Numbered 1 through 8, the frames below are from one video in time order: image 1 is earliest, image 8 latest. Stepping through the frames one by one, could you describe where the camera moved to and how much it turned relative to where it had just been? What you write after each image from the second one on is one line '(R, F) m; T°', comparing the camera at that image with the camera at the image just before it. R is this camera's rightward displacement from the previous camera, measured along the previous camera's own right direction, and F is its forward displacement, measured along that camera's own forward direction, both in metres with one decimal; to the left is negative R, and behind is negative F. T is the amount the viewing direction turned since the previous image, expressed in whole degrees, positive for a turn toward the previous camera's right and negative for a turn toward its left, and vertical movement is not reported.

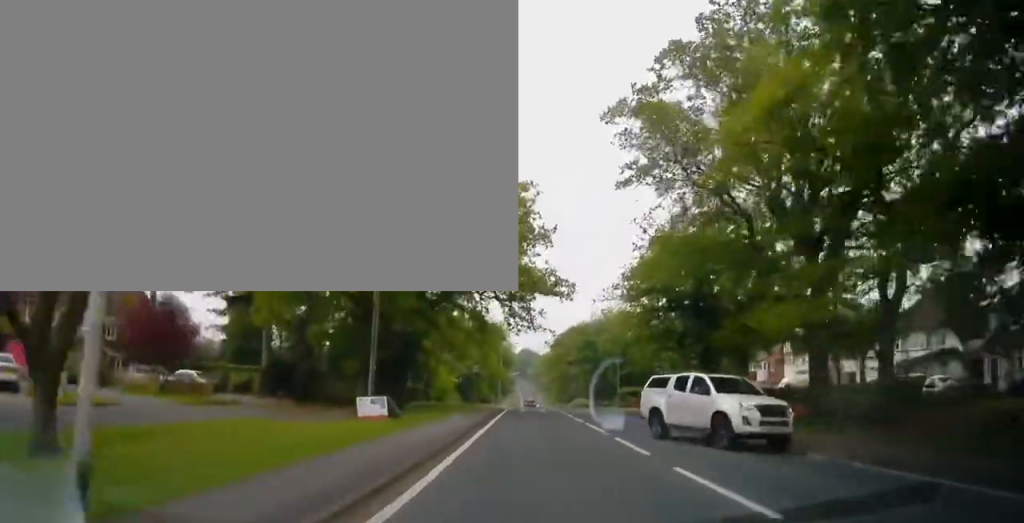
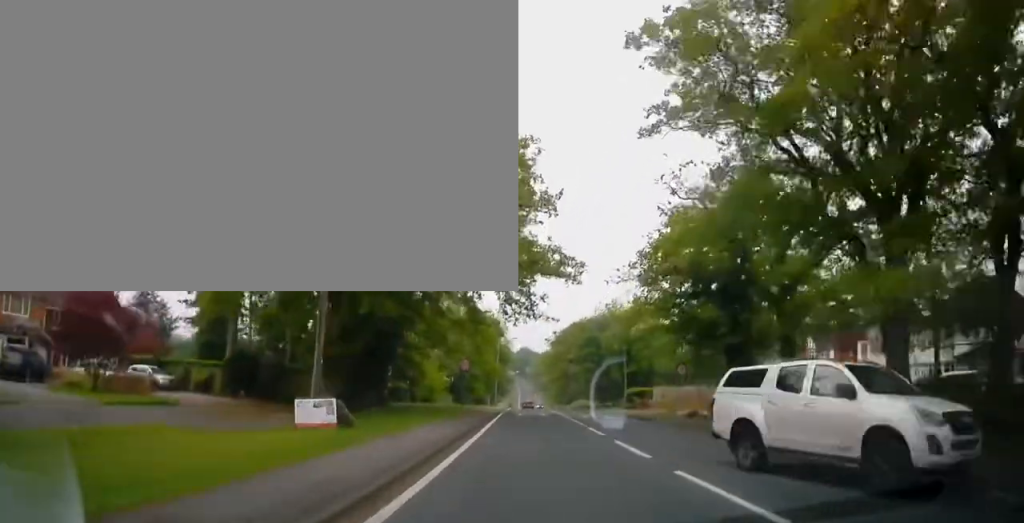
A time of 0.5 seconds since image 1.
(0.0, +6.3) m; 0°
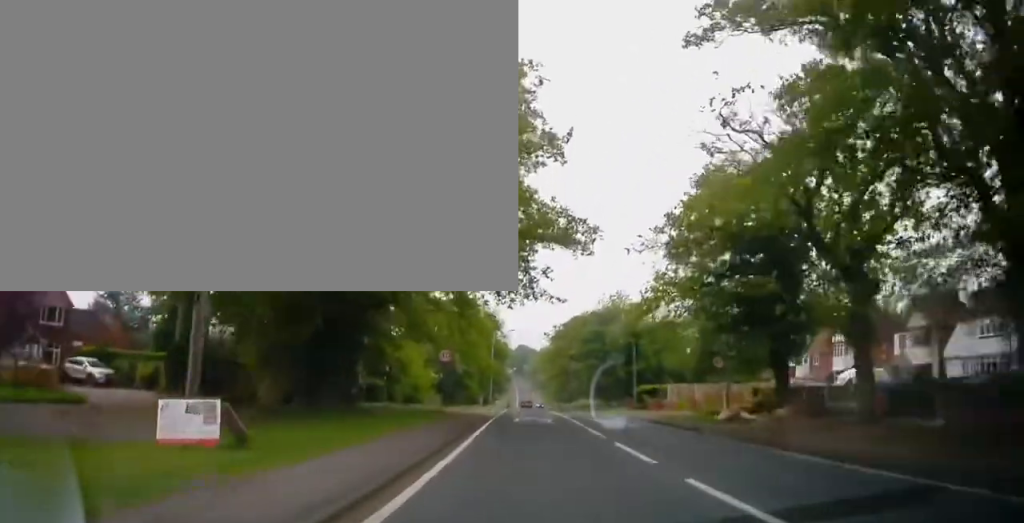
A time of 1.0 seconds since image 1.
(+0.2, +6.7) m; 0°
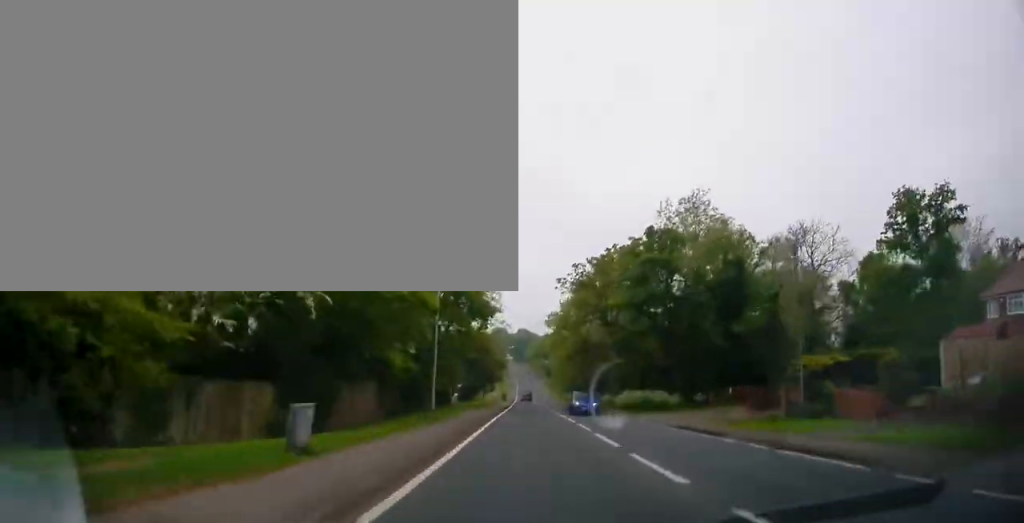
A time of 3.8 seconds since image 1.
(-0.3, +37.5) m; -1°
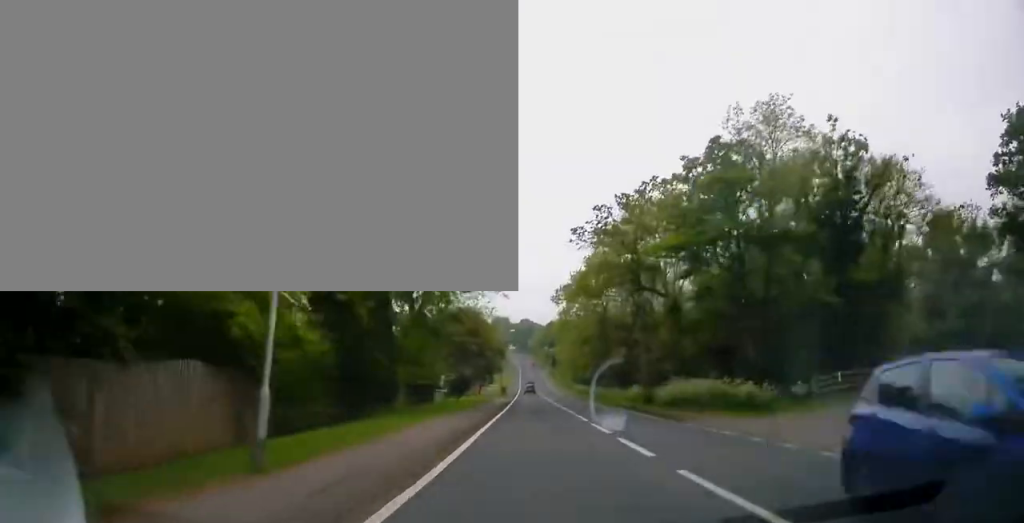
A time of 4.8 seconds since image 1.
(-0.1, +14.5) m; 0°
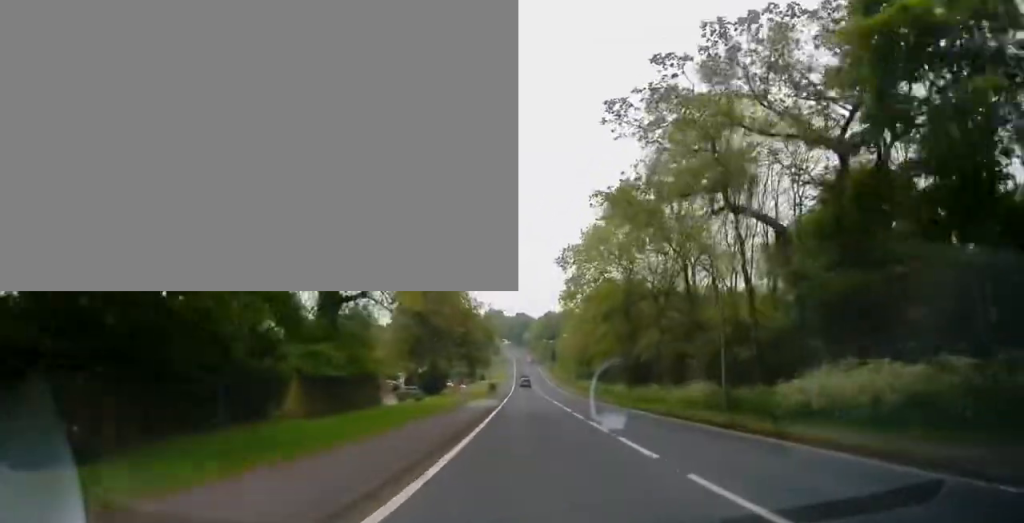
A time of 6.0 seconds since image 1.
(0.0, +17.6) m; 0°
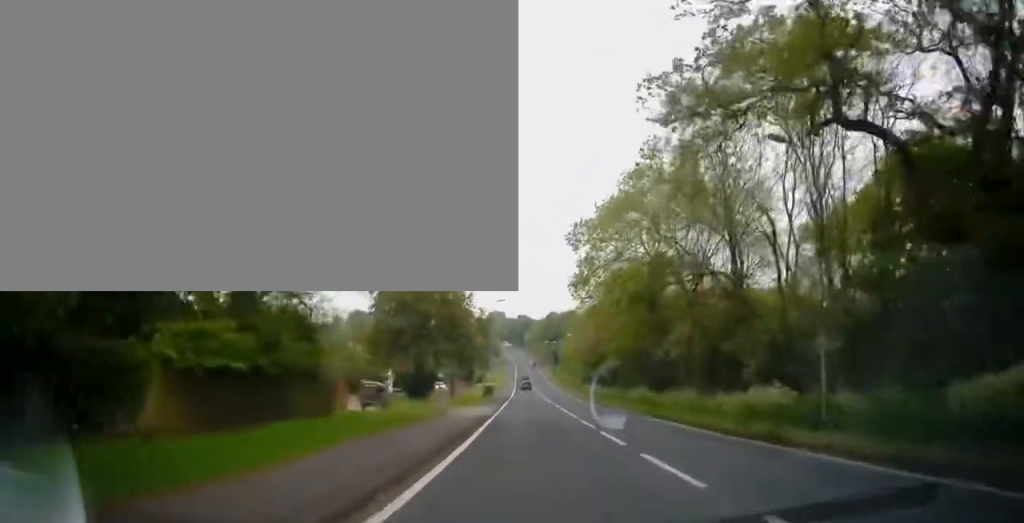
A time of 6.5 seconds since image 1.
(0.0, +8.6) m; 0°
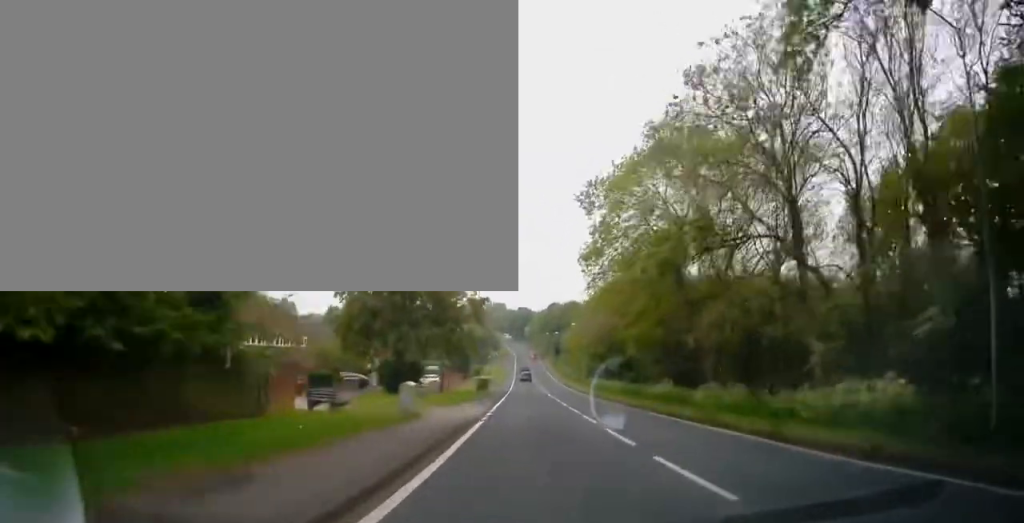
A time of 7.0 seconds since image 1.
(+0.2, +7.6) m; 0°
